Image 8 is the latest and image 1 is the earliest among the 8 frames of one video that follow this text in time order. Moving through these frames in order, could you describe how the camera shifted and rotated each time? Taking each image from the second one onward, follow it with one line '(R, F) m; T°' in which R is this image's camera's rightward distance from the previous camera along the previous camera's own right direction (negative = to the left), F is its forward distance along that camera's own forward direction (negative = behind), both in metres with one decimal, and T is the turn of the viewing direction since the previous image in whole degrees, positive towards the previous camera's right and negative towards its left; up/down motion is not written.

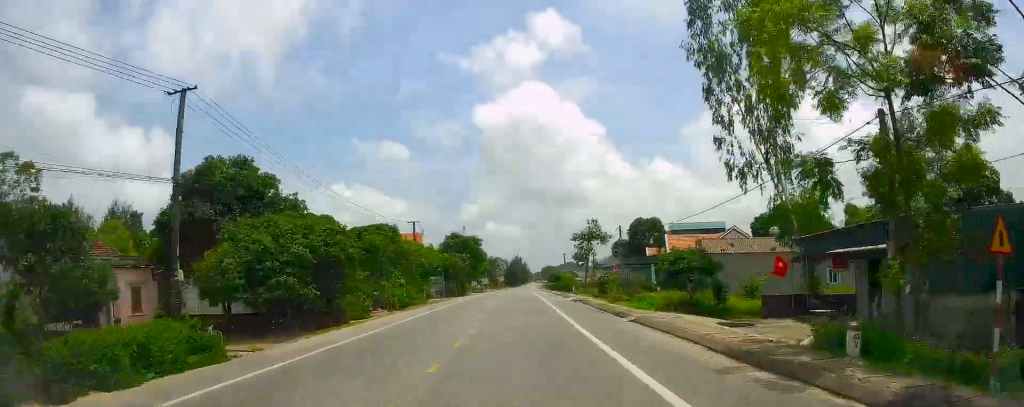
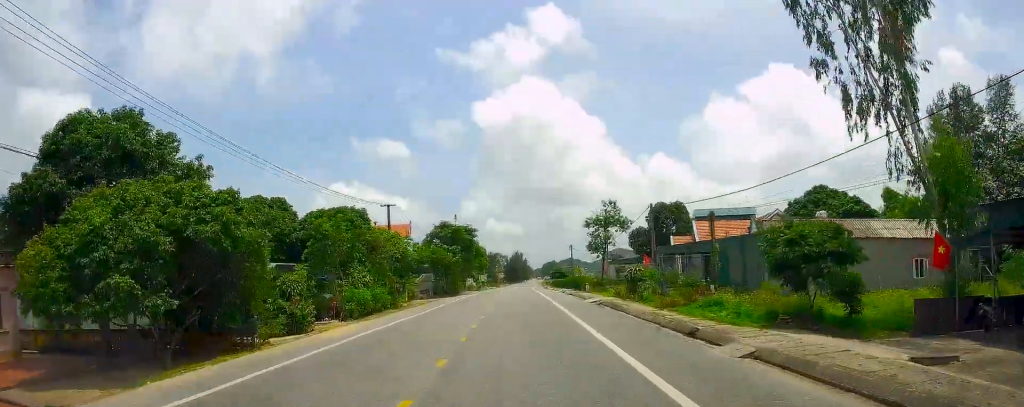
(-0.3, +10.5) m; -2°
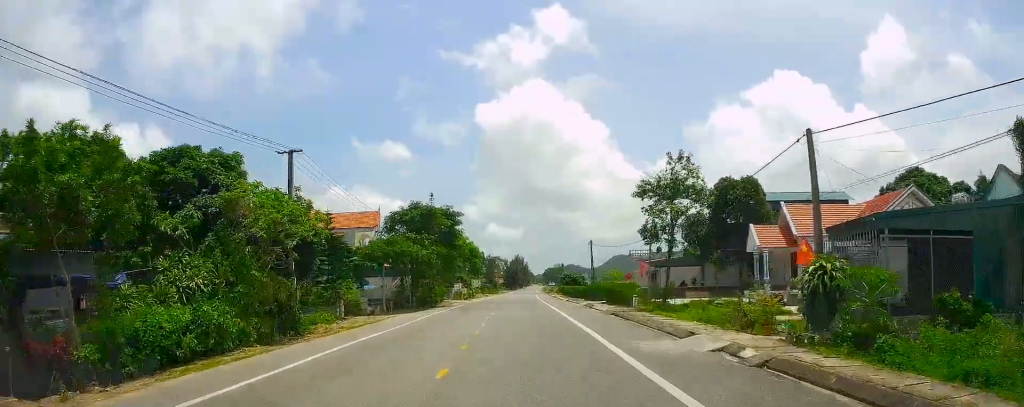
(-0.3, +19.9) m; +1°
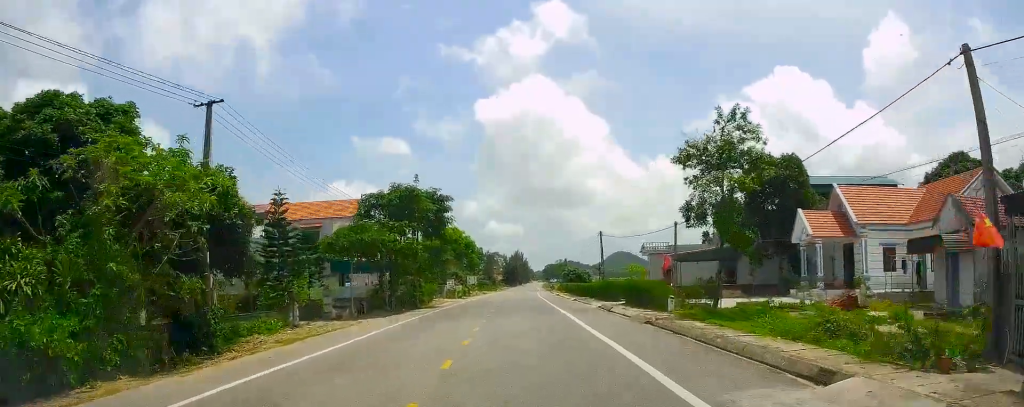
(+0.1, +7.3) m; +1°
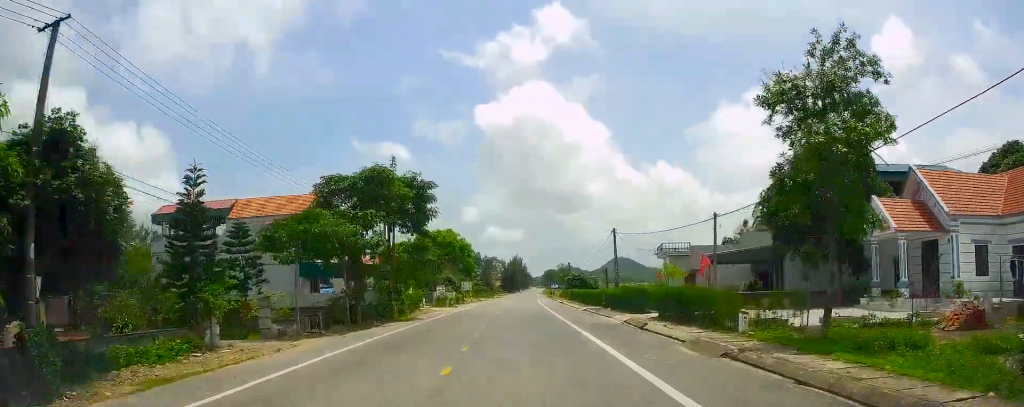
(+0.1, +7.9) m; 0°
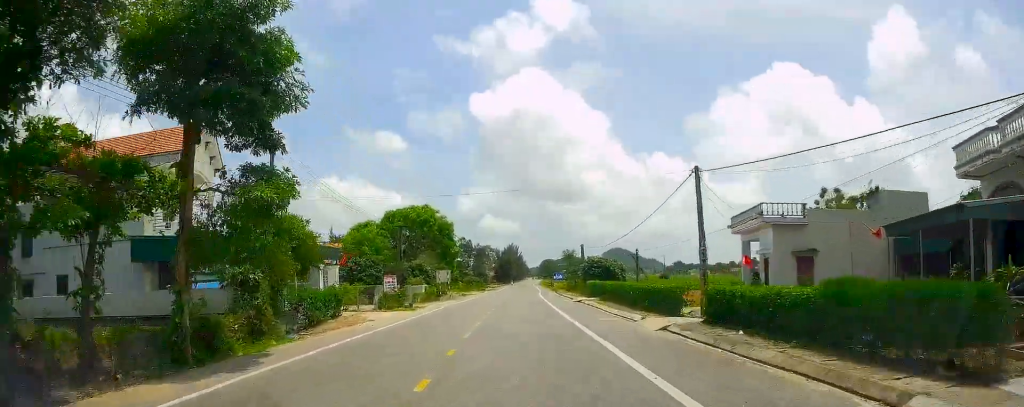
(+0.2, +22.5) m; +2°
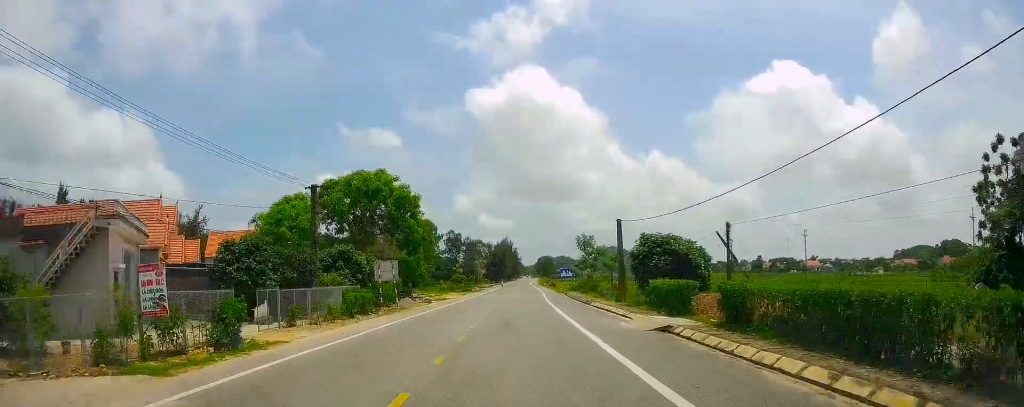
(+0.2, +26.2) m; -1°
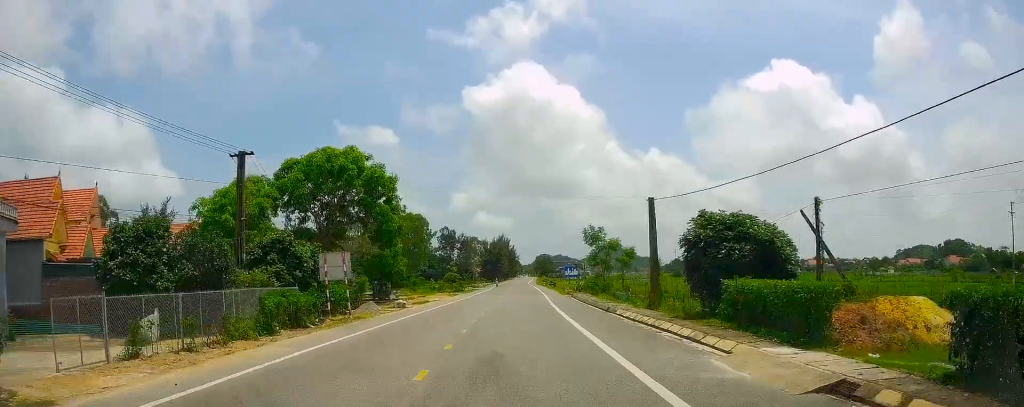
(+0.1, +10.3) m; -2°
